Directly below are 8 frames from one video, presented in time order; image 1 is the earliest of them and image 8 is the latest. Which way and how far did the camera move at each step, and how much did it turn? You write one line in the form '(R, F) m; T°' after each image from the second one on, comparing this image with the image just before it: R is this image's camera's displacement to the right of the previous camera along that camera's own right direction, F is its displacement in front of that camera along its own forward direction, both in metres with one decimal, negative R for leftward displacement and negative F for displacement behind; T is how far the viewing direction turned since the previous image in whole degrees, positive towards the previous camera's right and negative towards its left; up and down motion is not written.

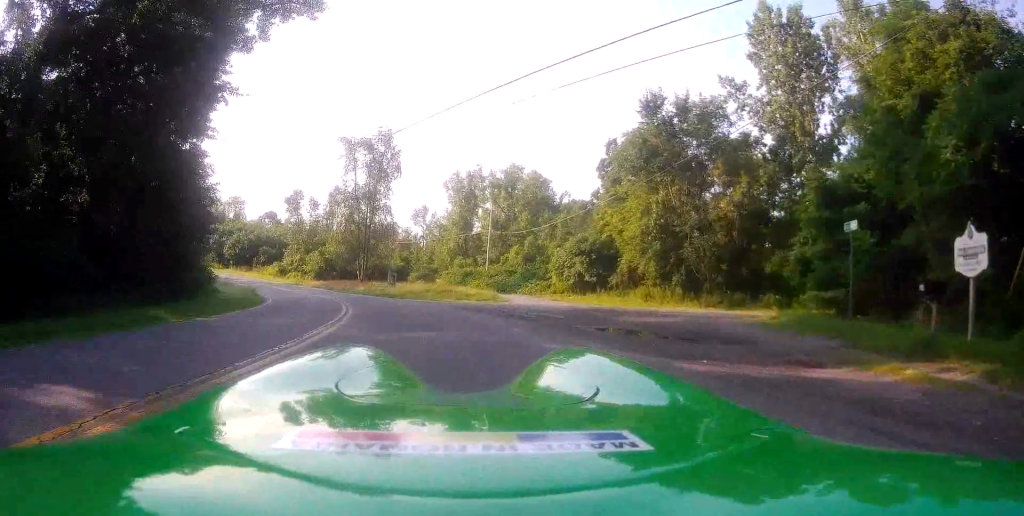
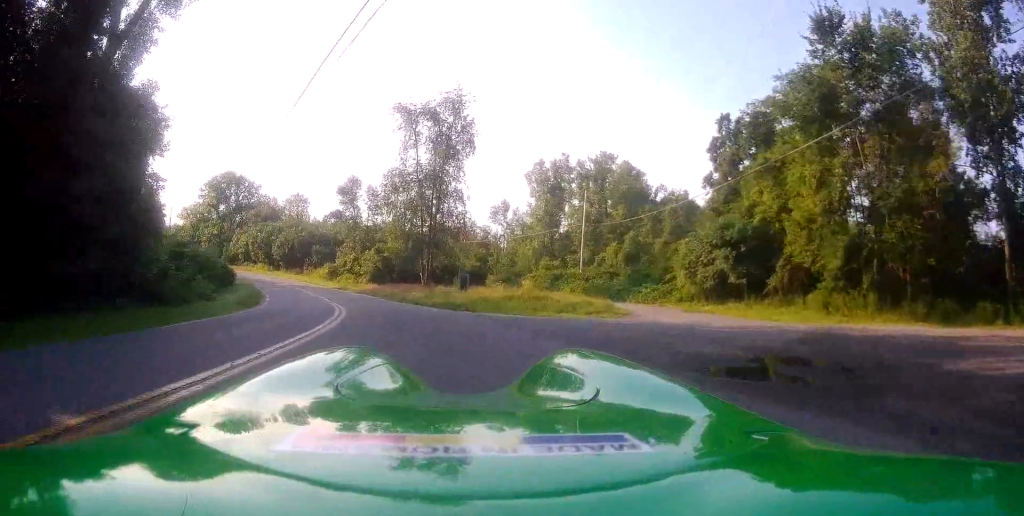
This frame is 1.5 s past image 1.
(-0.4, +12.7) m; -7°
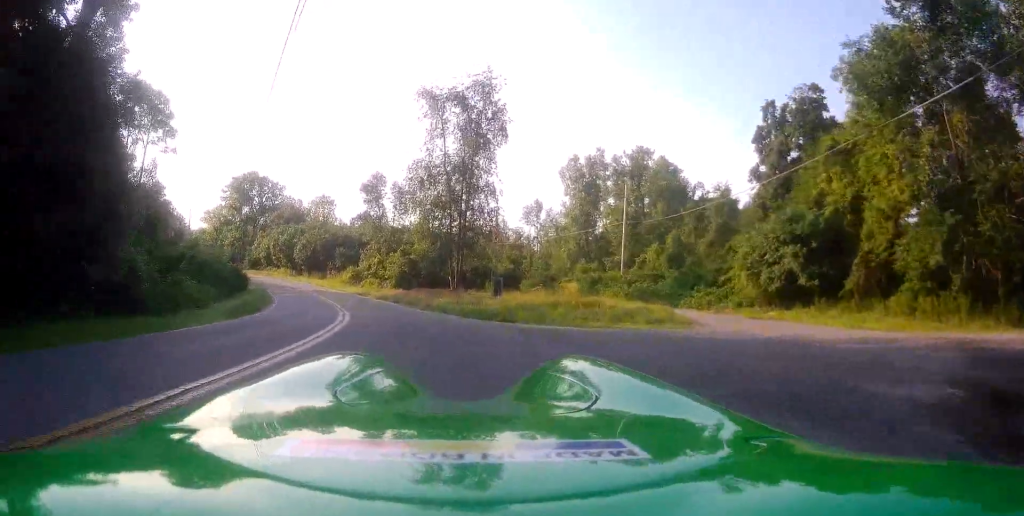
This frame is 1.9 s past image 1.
(-0.2, +4.0) m; -5°
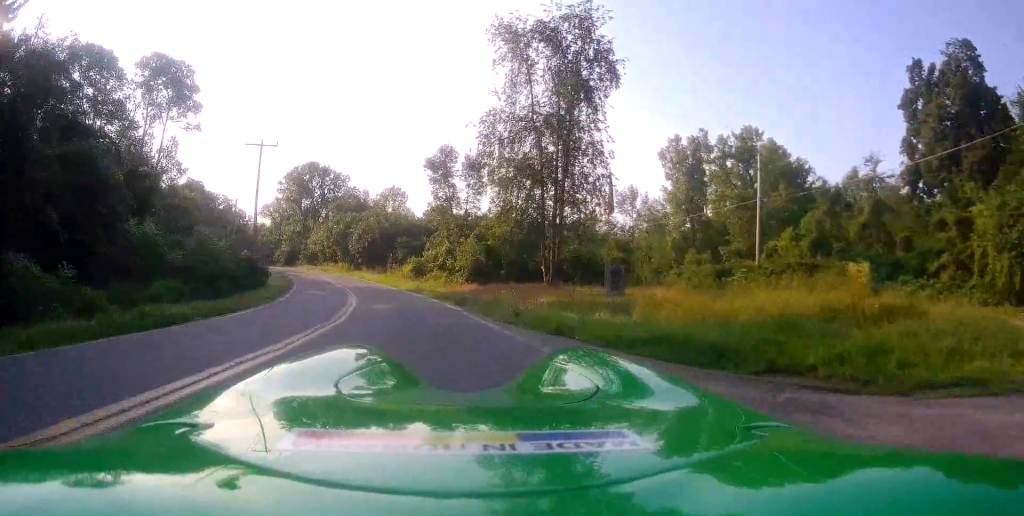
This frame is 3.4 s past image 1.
(-1.6, +11.8) m; -15°
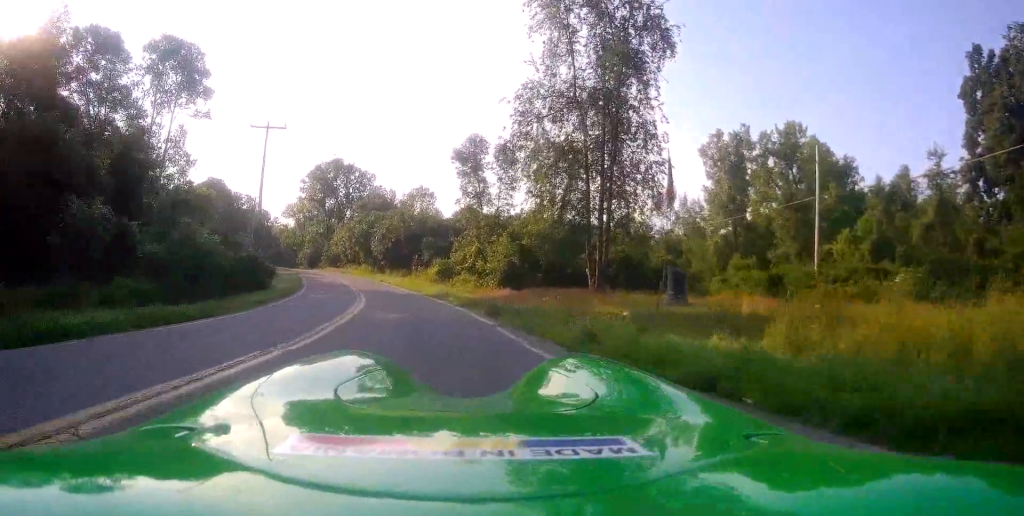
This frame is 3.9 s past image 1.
(-0.2, +4.2) m; -3°
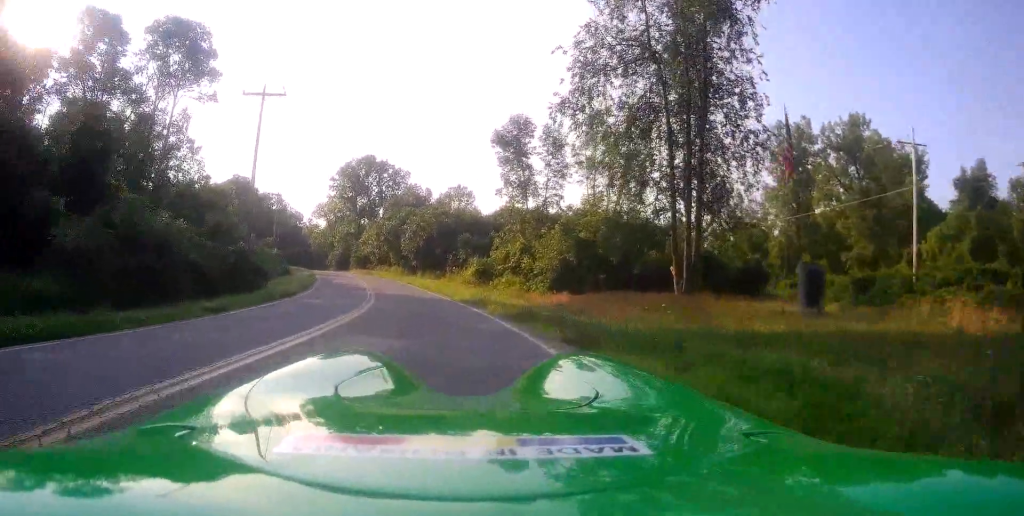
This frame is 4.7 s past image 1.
(-0.2, +7.0) m; -4°
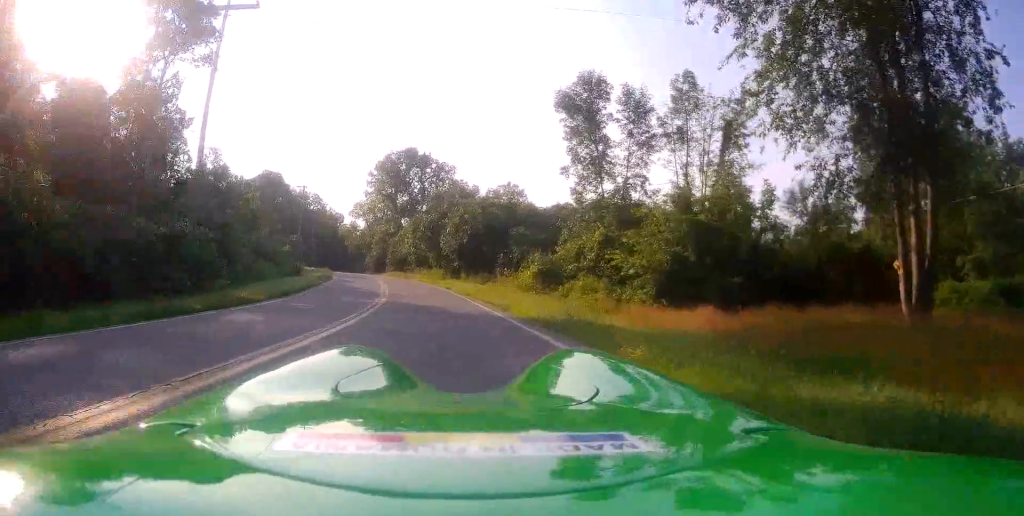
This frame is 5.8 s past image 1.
(-0.4, +10.8) m; -3°
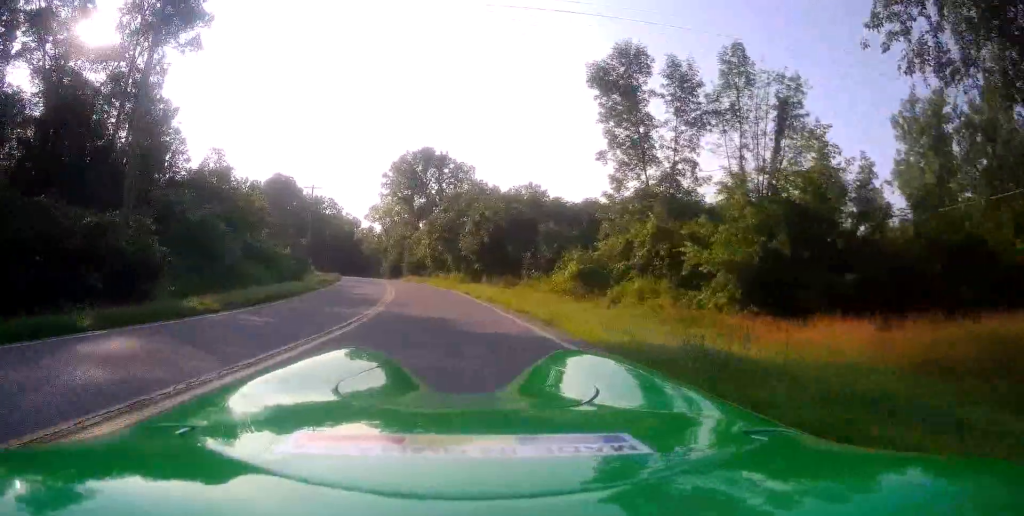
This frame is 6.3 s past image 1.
(0.0, +5.4) m; -1°
